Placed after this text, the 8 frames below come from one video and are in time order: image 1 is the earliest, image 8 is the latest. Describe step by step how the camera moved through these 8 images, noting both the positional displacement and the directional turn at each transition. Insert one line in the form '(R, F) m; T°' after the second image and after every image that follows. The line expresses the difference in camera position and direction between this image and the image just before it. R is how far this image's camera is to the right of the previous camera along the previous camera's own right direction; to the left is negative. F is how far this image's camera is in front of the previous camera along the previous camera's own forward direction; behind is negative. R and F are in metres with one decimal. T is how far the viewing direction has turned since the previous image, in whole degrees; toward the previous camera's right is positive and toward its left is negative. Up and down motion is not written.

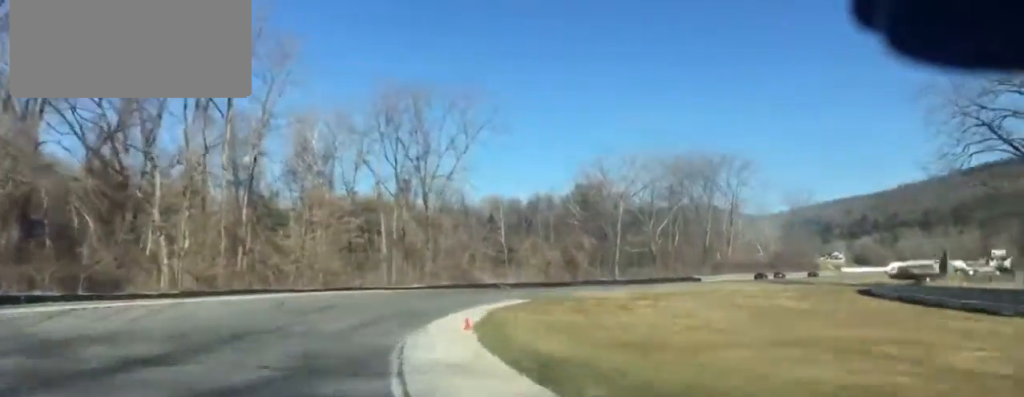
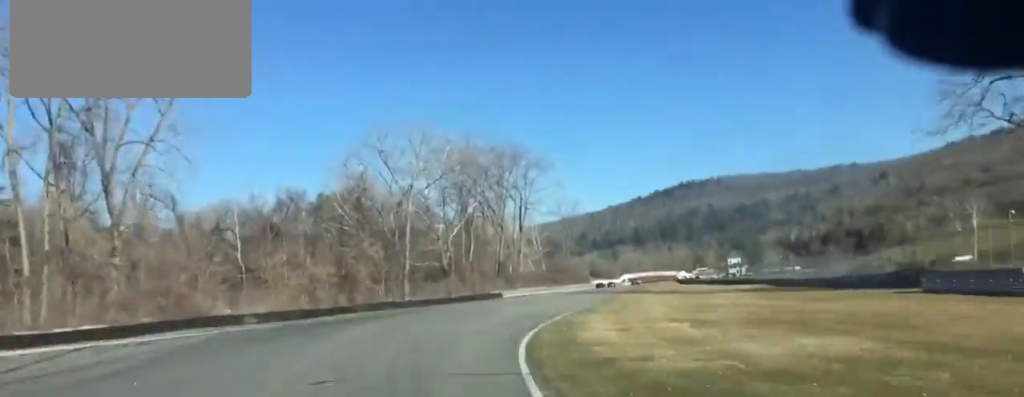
(+3.3, +46.3) m; +10°
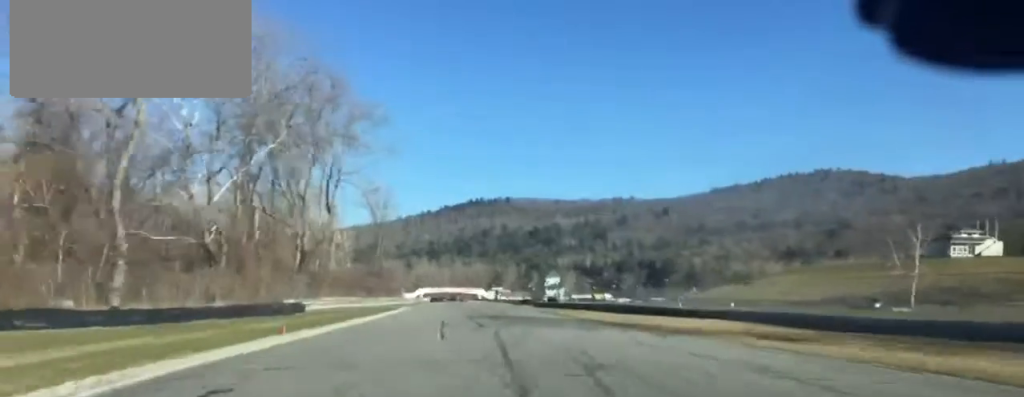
(+11.6, +52.9) m; +22°
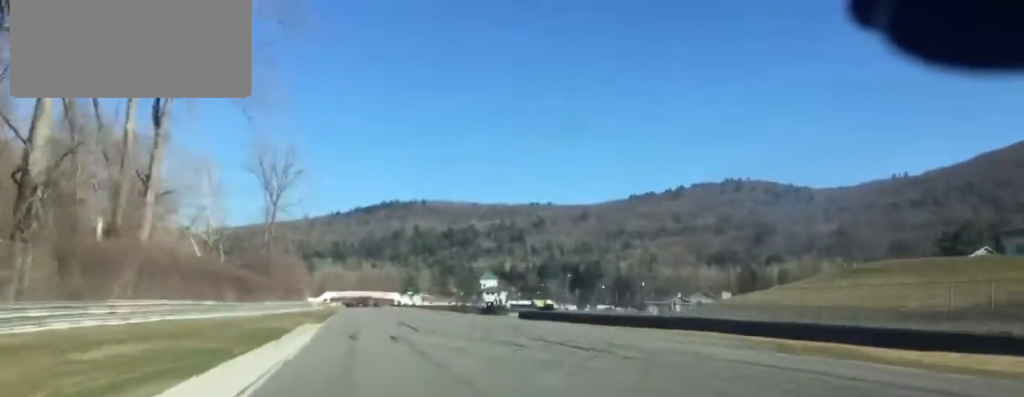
(+5.7, +60.6) m; +6°
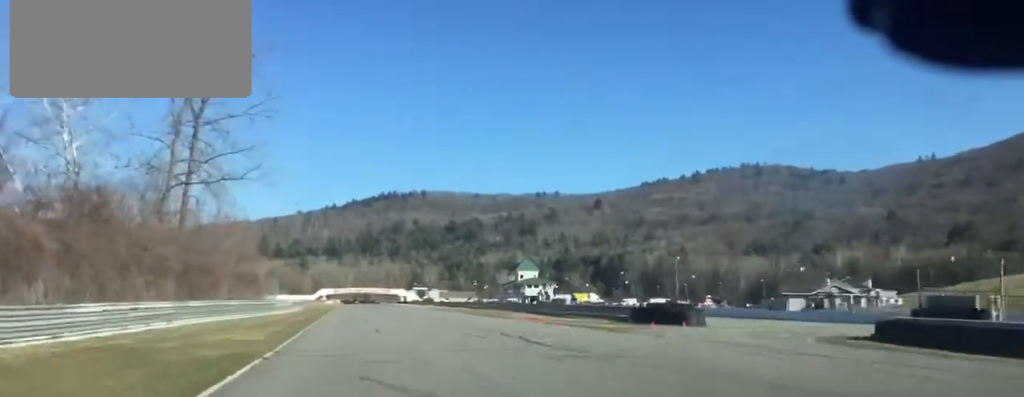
(+7.9, +71.8) m; +8°
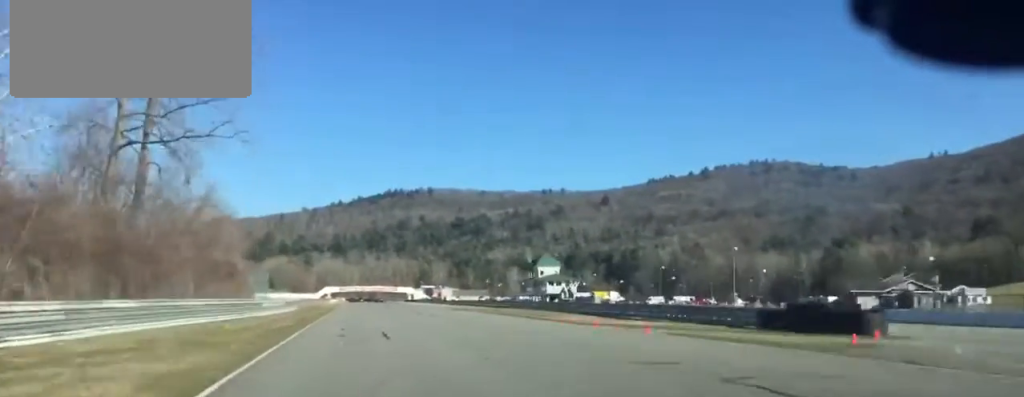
(-0.3, +19.2) m; -2°
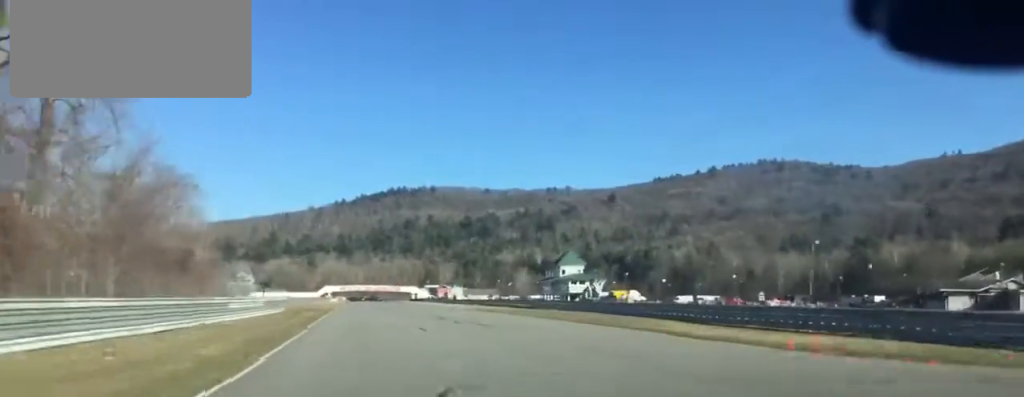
(-1.1, +19.5) m; -3°
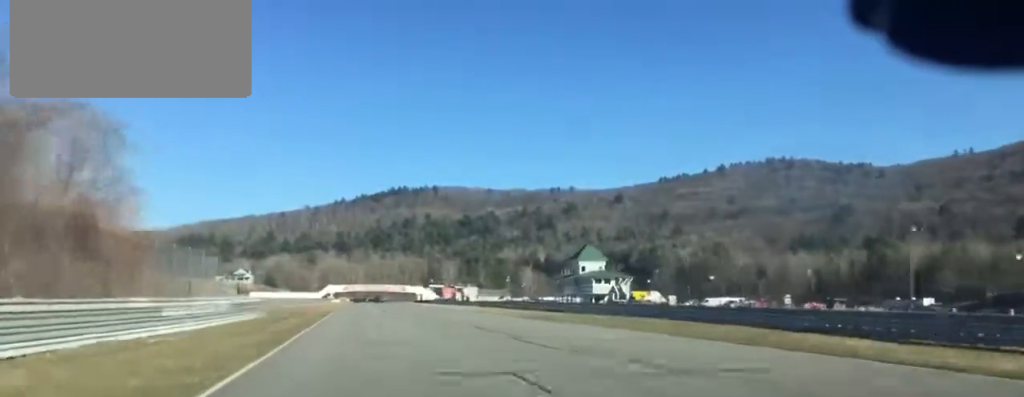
(-0.4, +18.2) m; -2°
